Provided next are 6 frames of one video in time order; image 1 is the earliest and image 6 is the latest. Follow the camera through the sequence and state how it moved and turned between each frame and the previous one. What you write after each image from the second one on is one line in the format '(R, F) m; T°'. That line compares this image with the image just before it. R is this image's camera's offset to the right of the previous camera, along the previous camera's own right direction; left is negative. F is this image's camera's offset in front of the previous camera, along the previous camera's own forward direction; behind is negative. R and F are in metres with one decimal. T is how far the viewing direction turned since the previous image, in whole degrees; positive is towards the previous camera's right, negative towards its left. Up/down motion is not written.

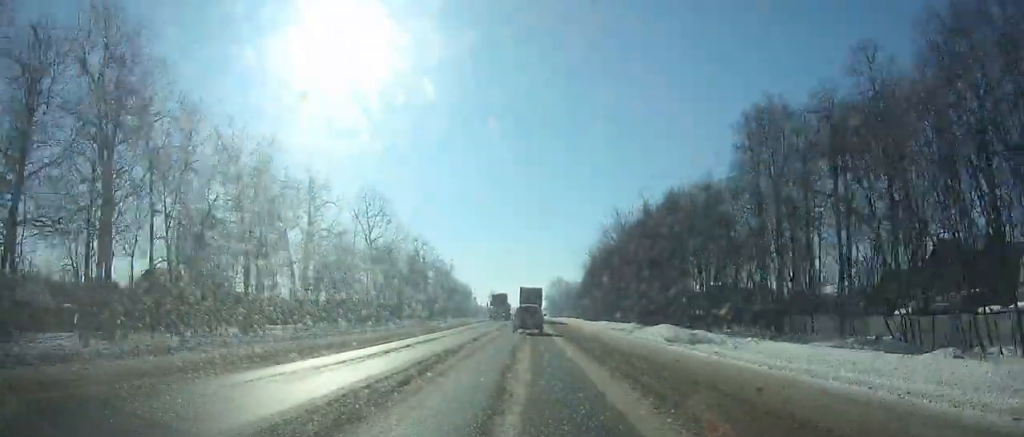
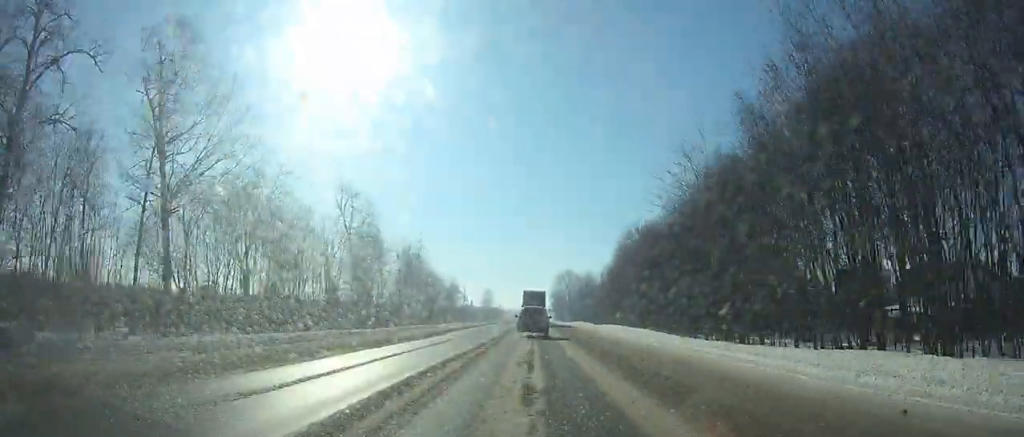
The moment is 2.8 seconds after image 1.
(-0.1, +53.1) m; 0°
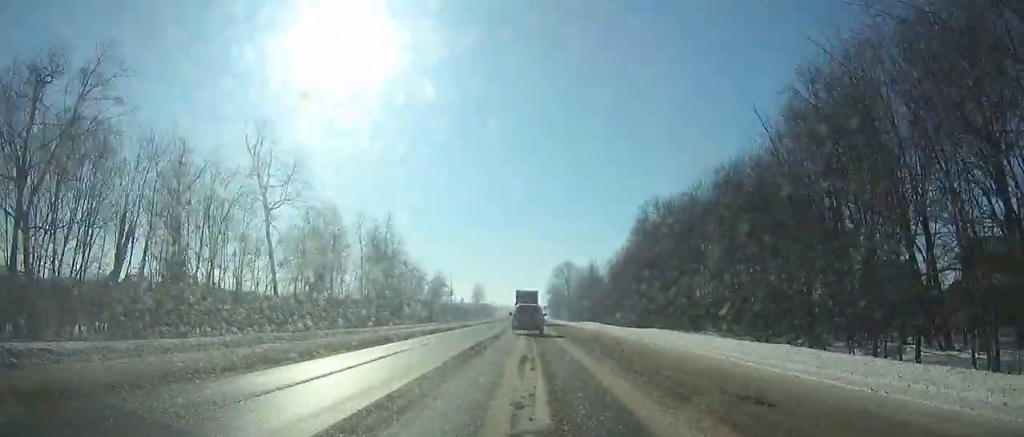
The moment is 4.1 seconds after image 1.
(-0.1, +24.4) m; 0°
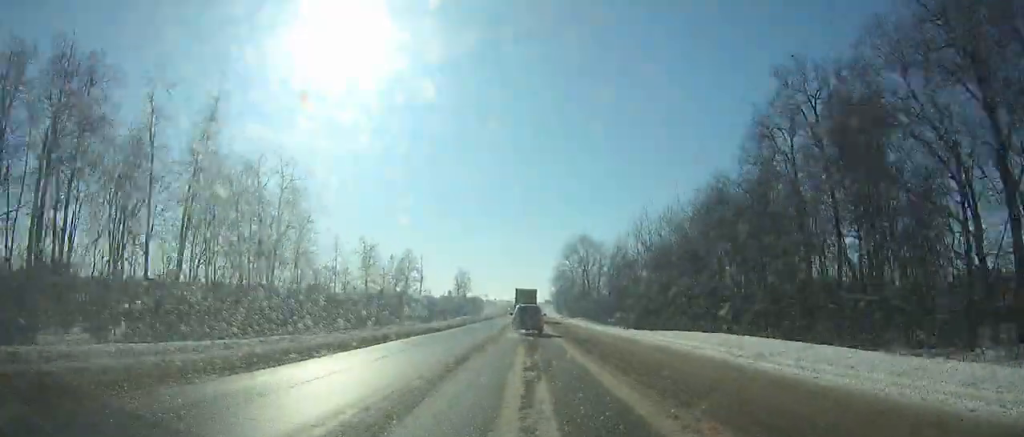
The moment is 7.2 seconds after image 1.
(+0.3, +57.3) m; +1°
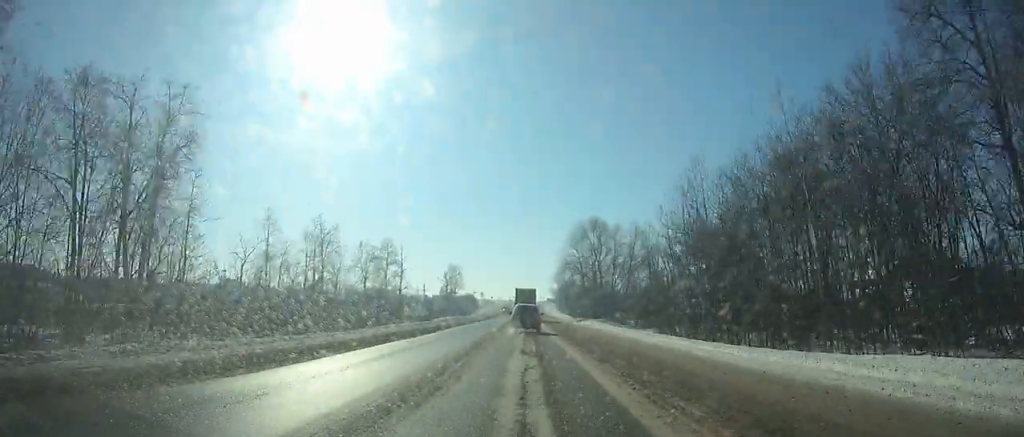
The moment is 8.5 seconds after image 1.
(+0.1, +23.7) m; 0°
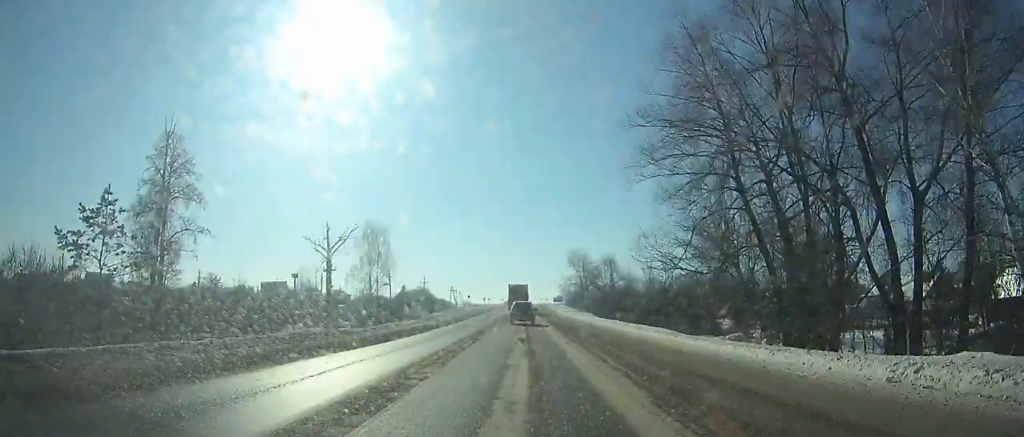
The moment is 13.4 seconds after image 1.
(+0.2, +88.7) m; 0°
